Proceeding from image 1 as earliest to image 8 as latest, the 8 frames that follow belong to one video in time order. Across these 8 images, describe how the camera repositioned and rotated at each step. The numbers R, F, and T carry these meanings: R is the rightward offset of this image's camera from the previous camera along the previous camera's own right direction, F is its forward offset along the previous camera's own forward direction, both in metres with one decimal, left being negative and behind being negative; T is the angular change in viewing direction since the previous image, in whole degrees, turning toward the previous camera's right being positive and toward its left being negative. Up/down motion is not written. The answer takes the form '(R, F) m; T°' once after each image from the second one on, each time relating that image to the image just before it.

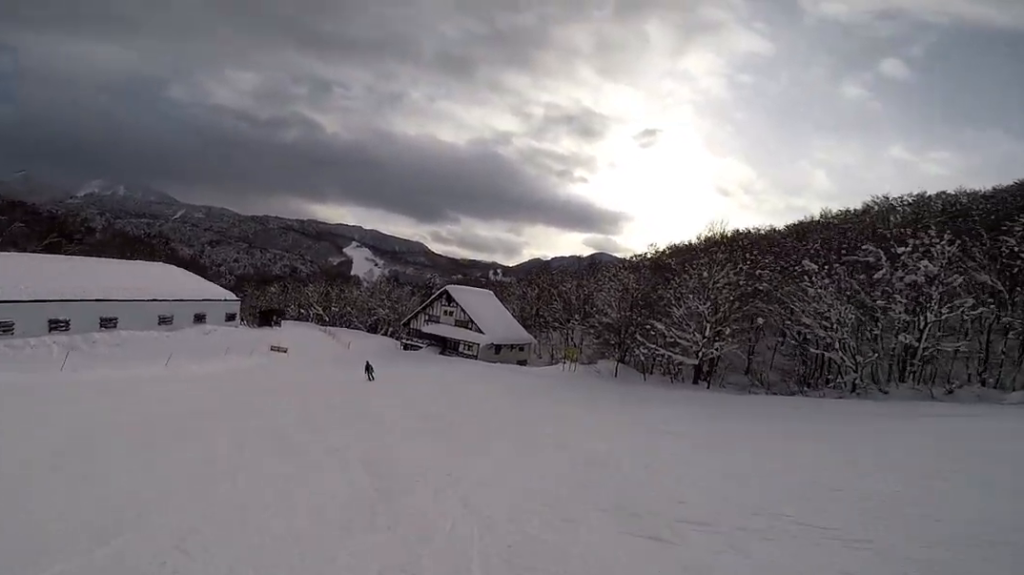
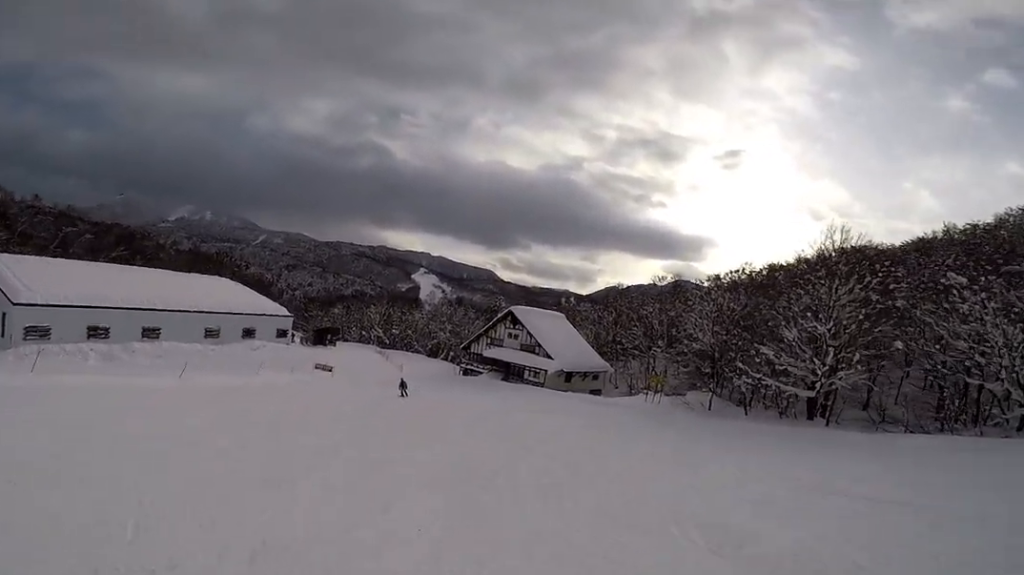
(+0.3, +5.2) m; -1°
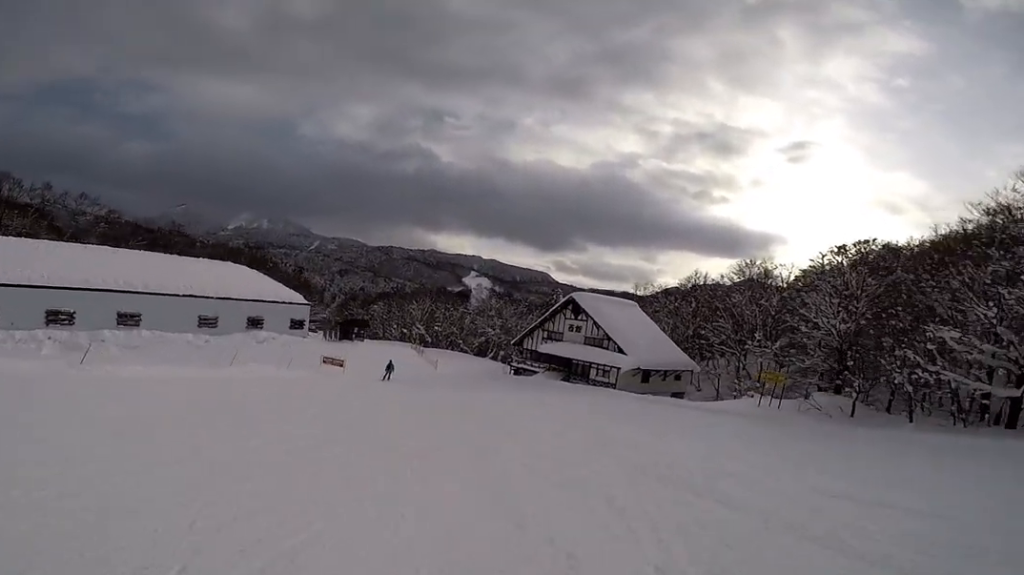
(-0.8, +10.0) m; -11°
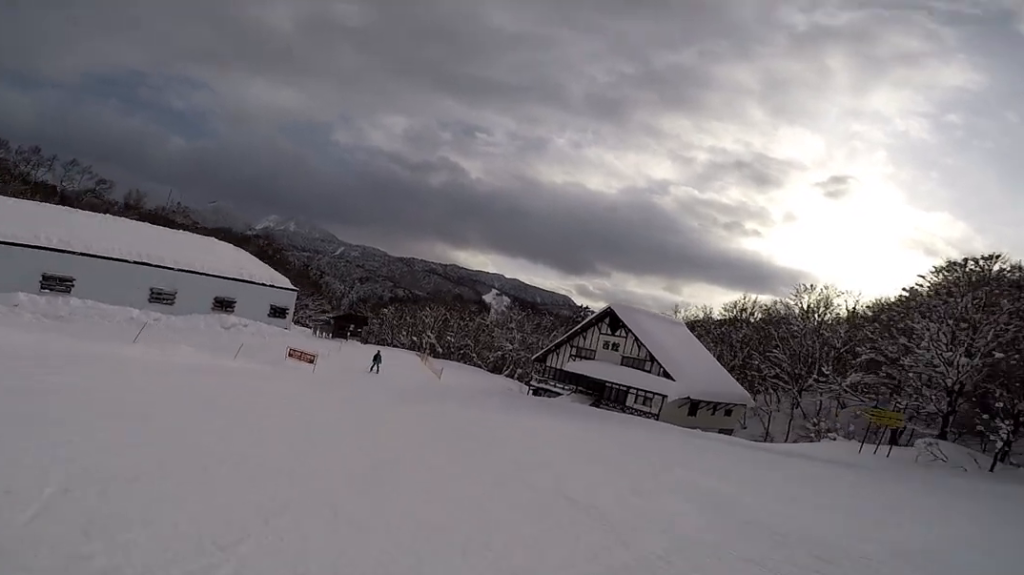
(-0.8, +8.3) m; -6°
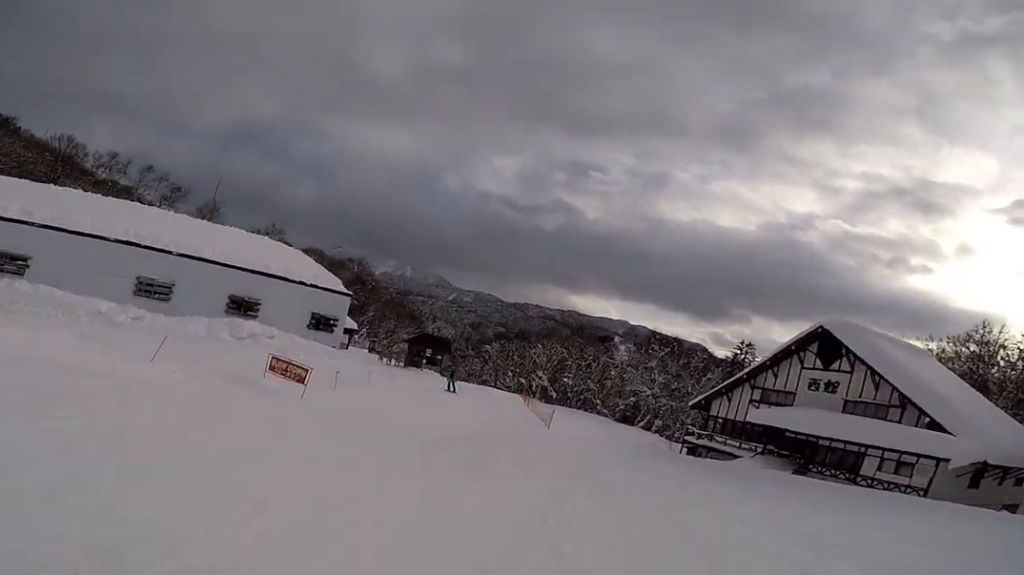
(-1.0, +12.2) m; -12°
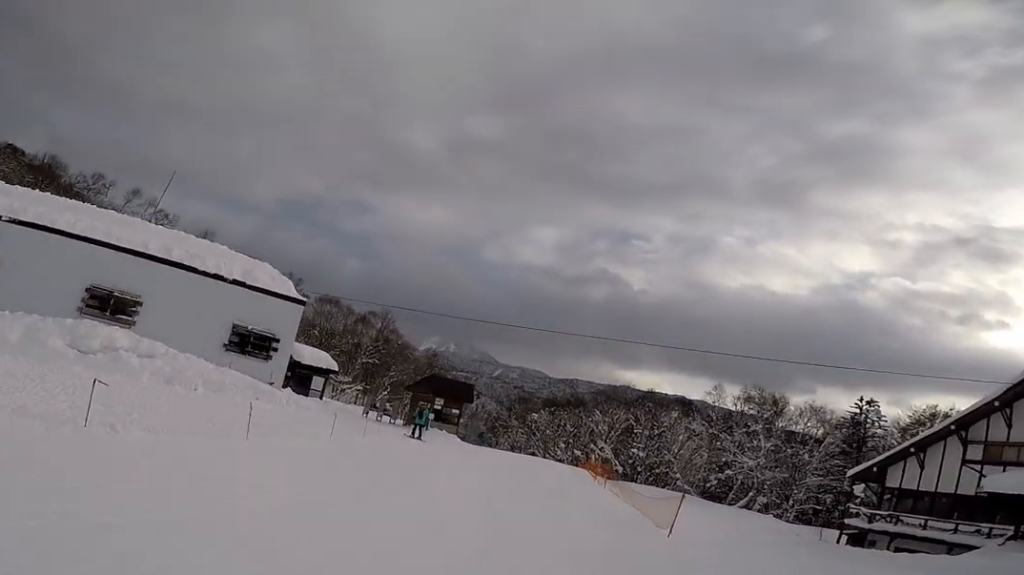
(-1.2, +10.7) m; -9°
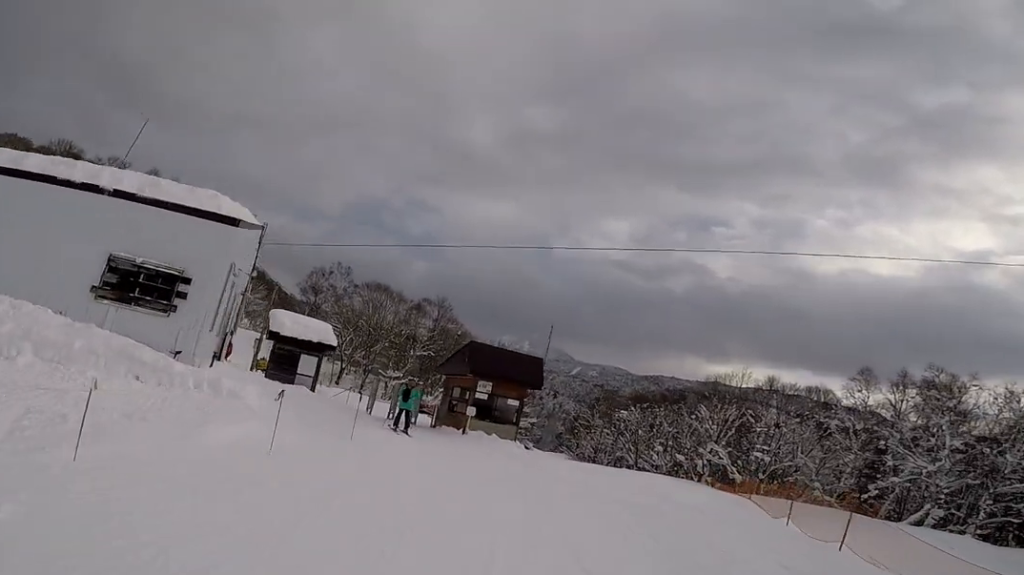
(-0.2, +6.8) m; -8°
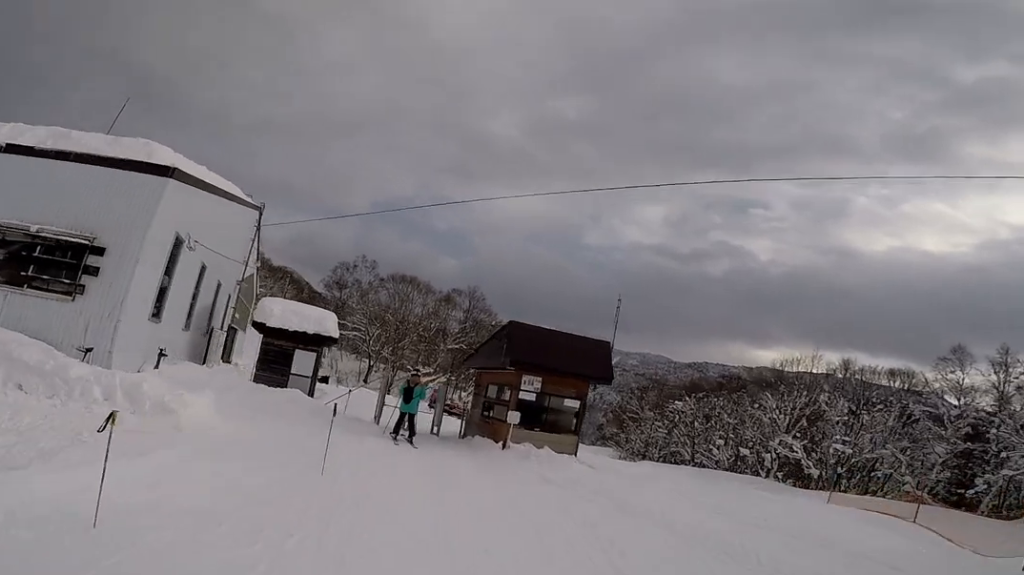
(-0.2, +2.7) m; -14°
